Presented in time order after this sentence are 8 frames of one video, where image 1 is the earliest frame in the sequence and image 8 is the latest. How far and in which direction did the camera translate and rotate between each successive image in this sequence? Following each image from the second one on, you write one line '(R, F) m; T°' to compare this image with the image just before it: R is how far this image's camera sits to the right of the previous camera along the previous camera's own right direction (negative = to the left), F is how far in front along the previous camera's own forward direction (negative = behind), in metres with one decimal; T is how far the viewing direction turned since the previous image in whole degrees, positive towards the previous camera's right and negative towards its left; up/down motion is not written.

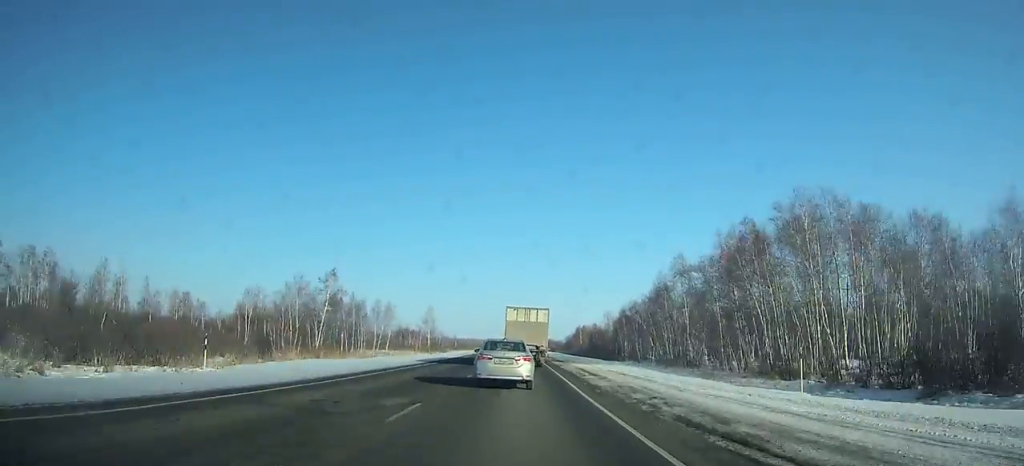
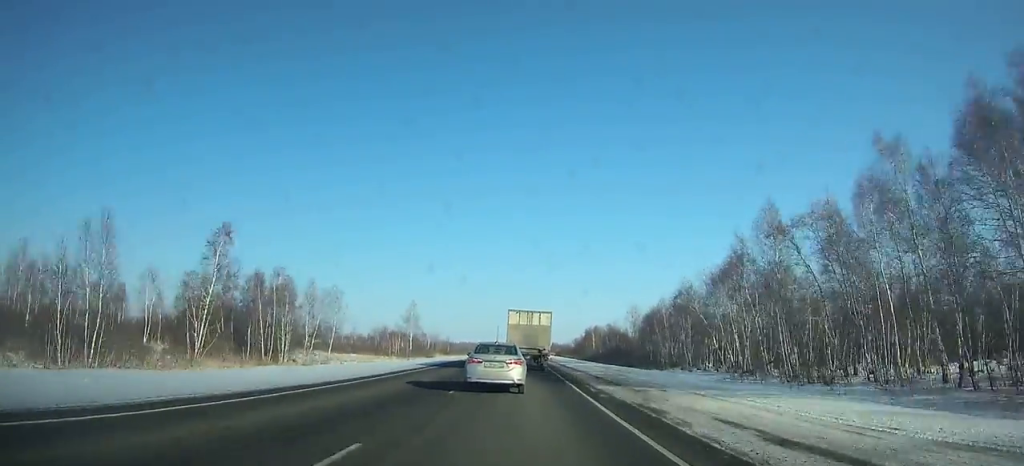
(0.0, +28.5) m; 0°
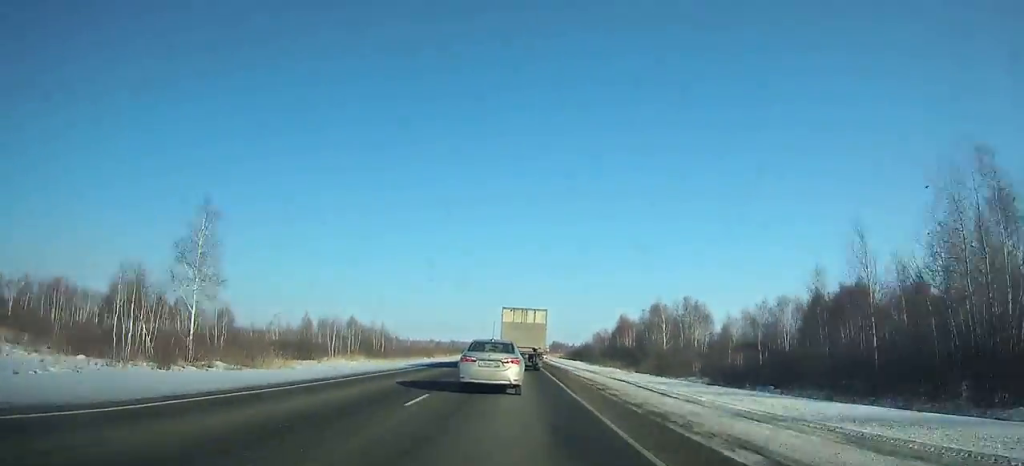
(+0.3, +88.2) m; 0°
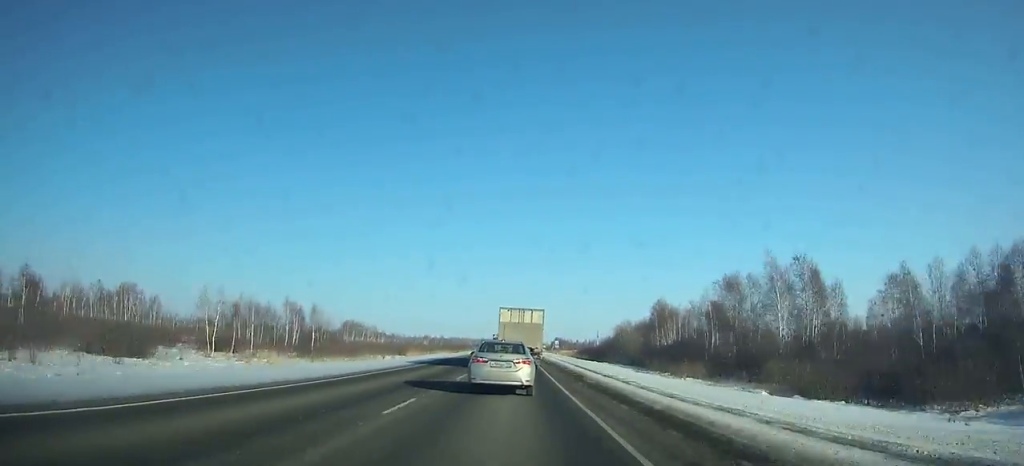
(-0.2, +37.4) m; 0°
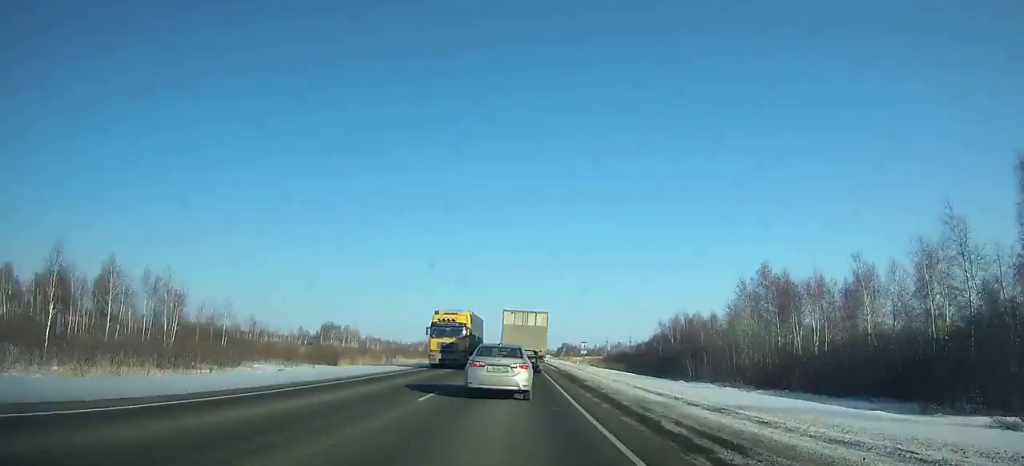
(0.0, +43.9) m; 0°
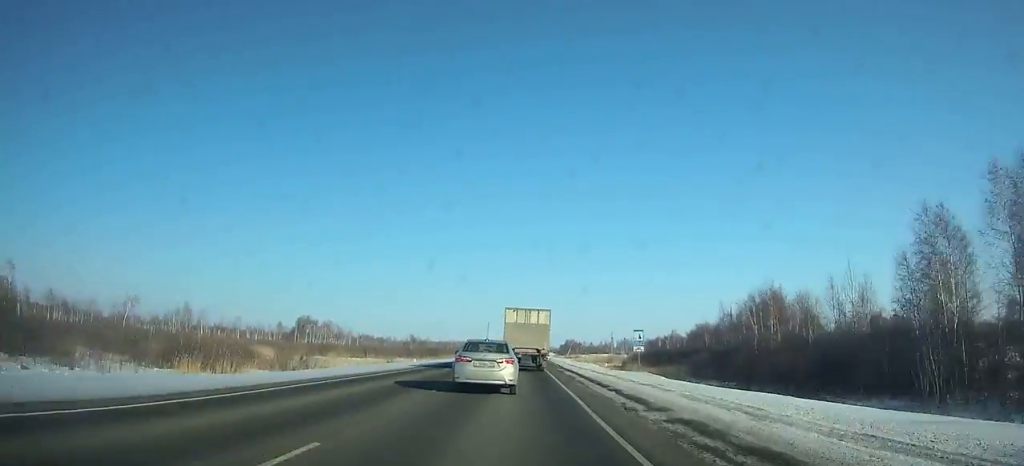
(+0.1, +34.9) m; 0°
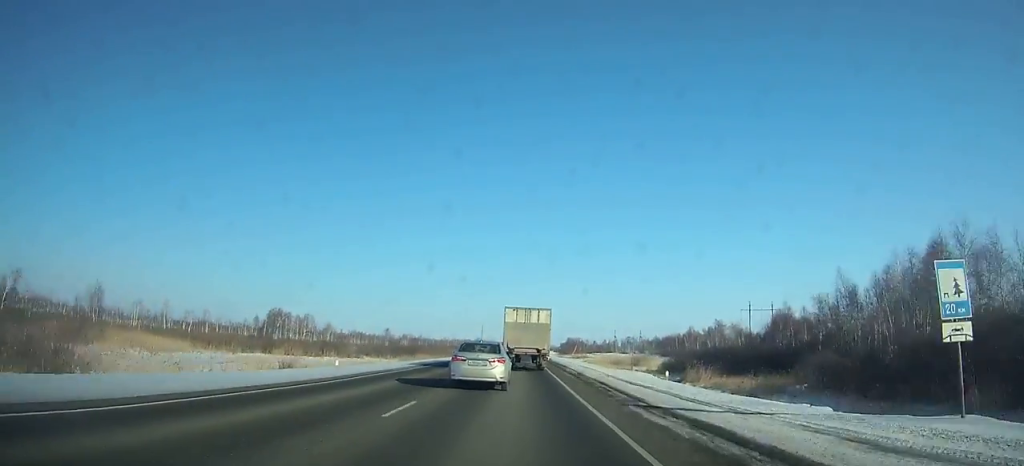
(0.0, +33.1) m; 0°
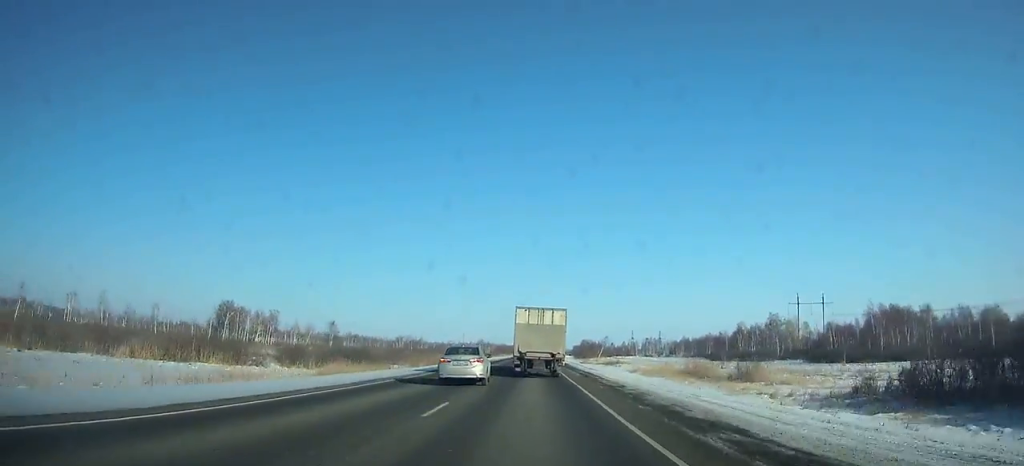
(-0.2, +49.9) m; 0°
